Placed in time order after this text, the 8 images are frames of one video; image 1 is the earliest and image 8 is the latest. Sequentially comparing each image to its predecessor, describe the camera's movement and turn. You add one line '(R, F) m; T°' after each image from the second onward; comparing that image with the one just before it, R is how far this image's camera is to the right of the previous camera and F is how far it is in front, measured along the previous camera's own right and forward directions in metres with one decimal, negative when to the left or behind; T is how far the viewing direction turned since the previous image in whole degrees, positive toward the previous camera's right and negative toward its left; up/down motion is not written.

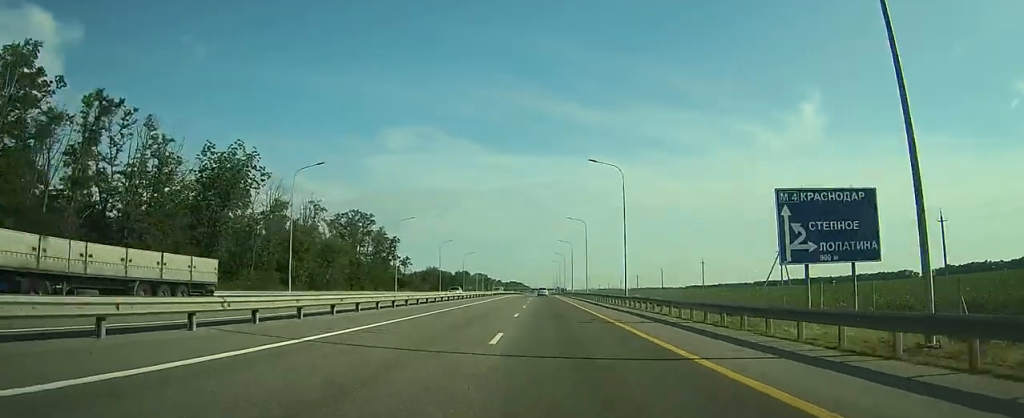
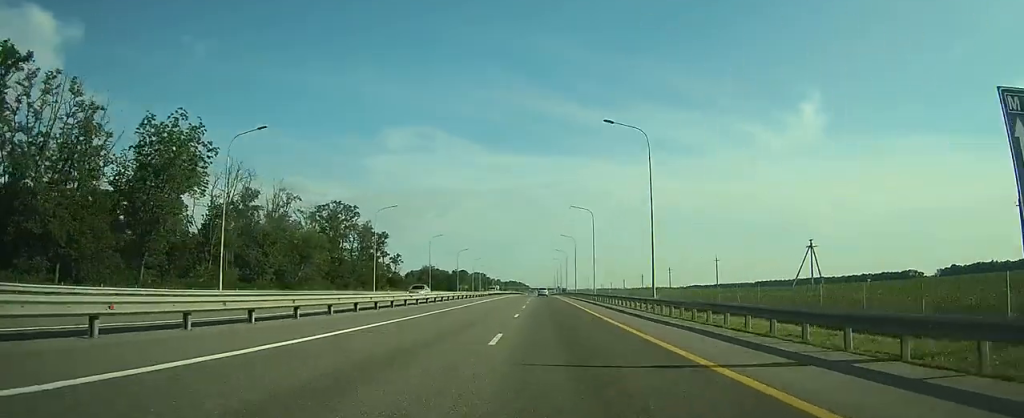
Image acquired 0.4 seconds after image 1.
(0.0, +12.3) m; 0°
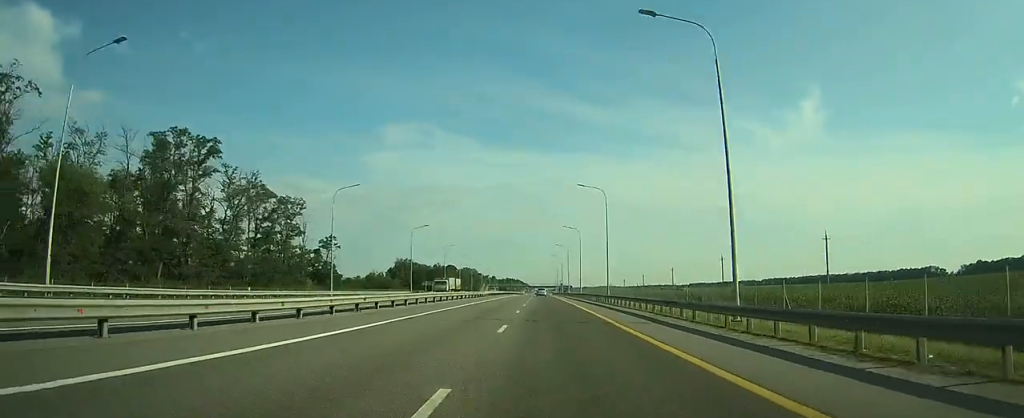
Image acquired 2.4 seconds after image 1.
(0.0, +56.6) m; 0°
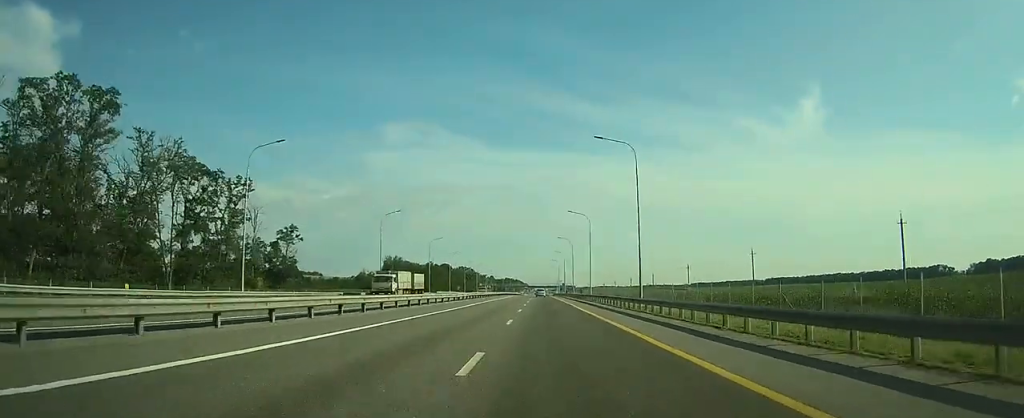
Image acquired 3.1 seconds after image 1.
(0.0, +19.8) m; 0°
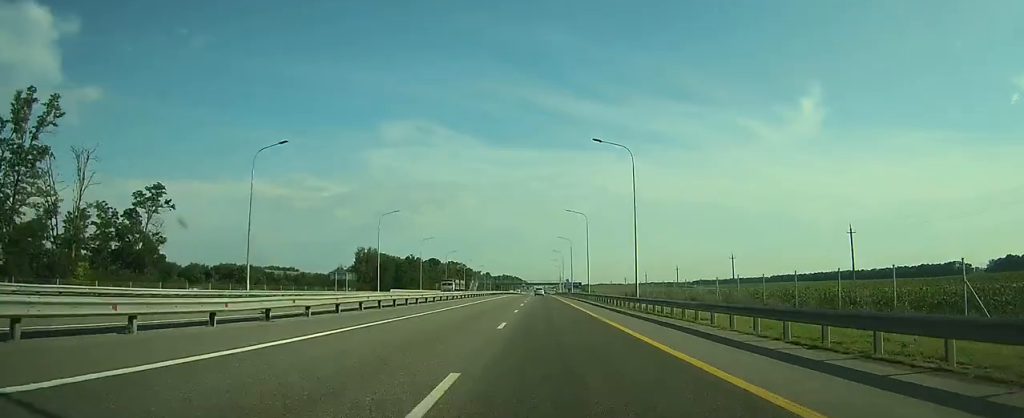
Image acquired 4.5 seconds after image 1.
(0.0, +38.8) m; 0°
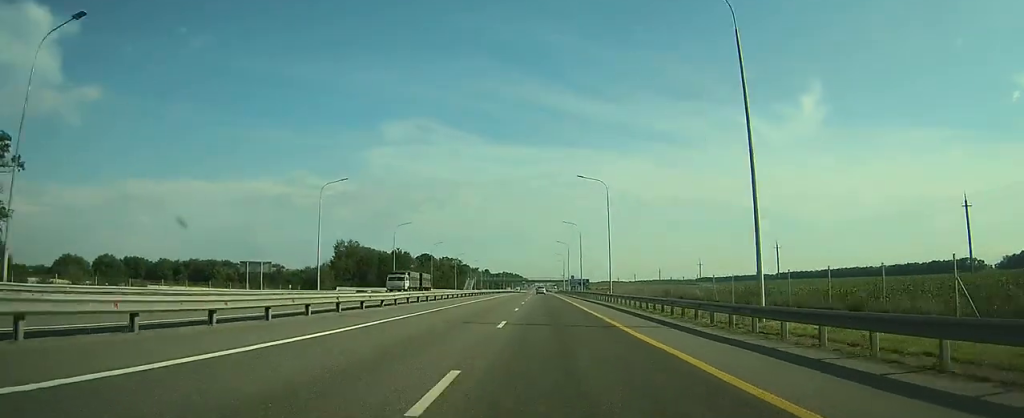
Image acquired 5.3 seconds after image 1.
(-0.1, +23.8) m; 0°
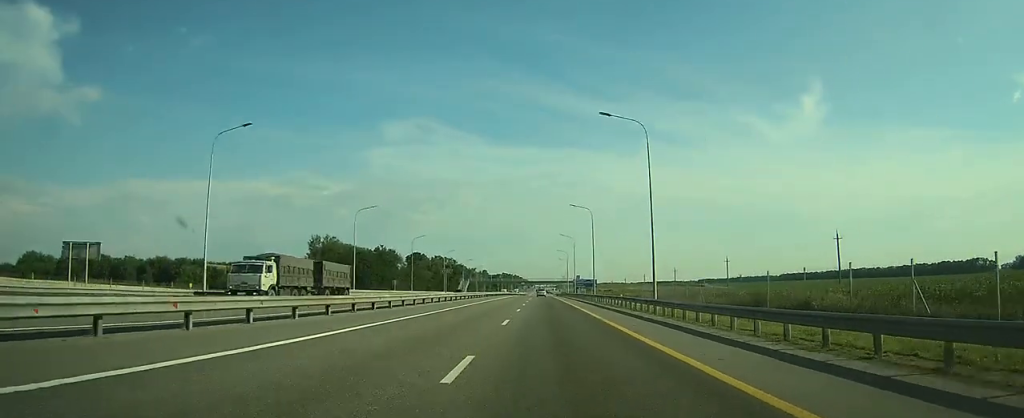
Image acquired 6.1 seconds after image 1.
(+0.1, +22.0) m; 0°
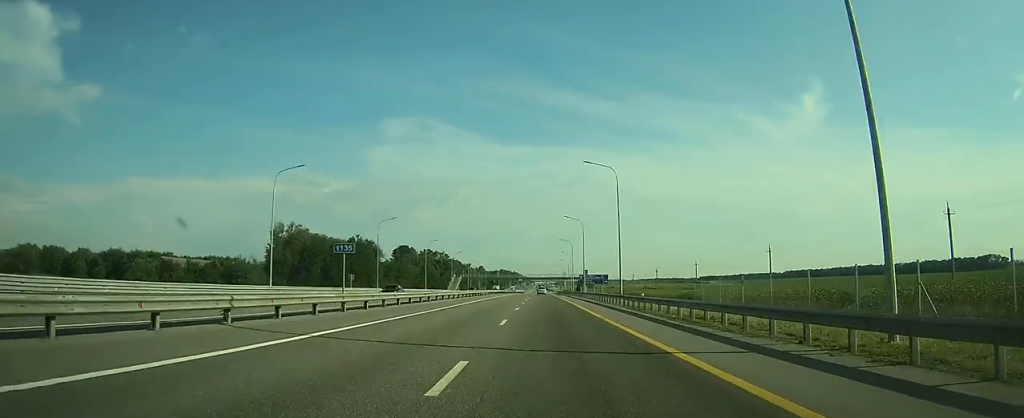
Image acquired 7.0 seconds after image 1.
(0.0, +25.0) m; 0°
